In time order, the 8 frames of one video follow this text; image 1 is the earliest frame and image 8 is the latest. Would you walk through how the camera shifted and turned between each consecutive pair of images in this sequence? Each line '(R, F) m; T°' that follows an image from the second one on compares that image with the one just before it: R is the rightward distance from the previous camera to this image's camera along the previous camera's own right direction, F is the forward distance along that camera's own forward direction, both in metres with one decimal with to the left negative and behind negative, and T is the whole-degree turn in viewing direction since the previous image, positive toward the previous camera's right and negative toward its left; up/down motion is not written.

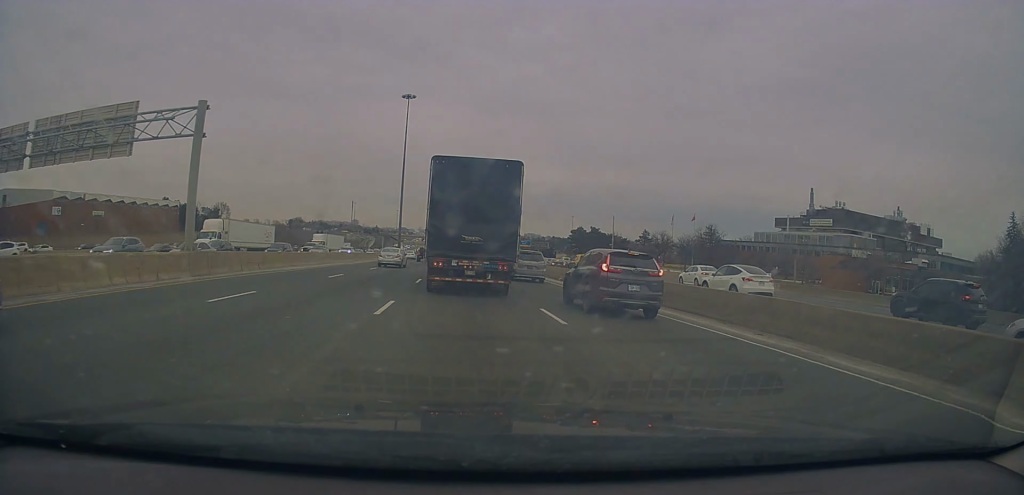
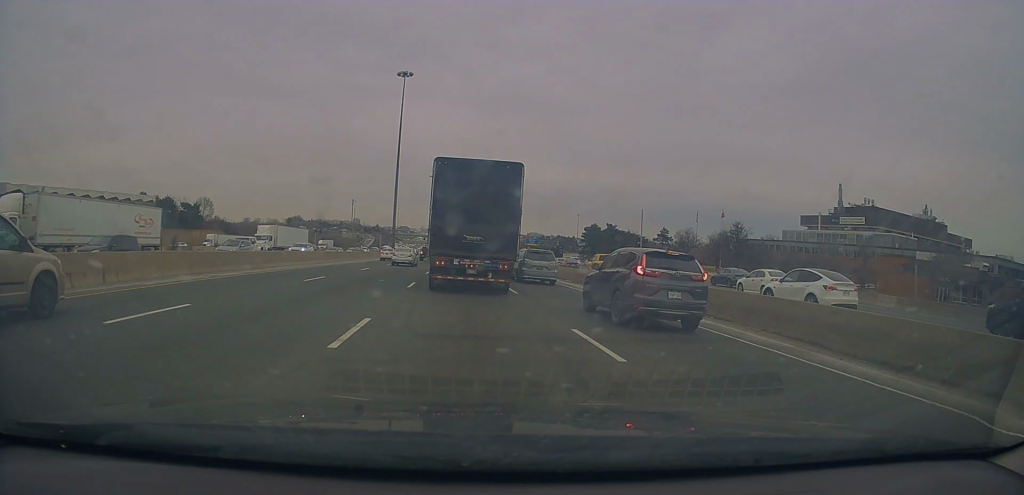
(+0.5, +16.1) m; +1°
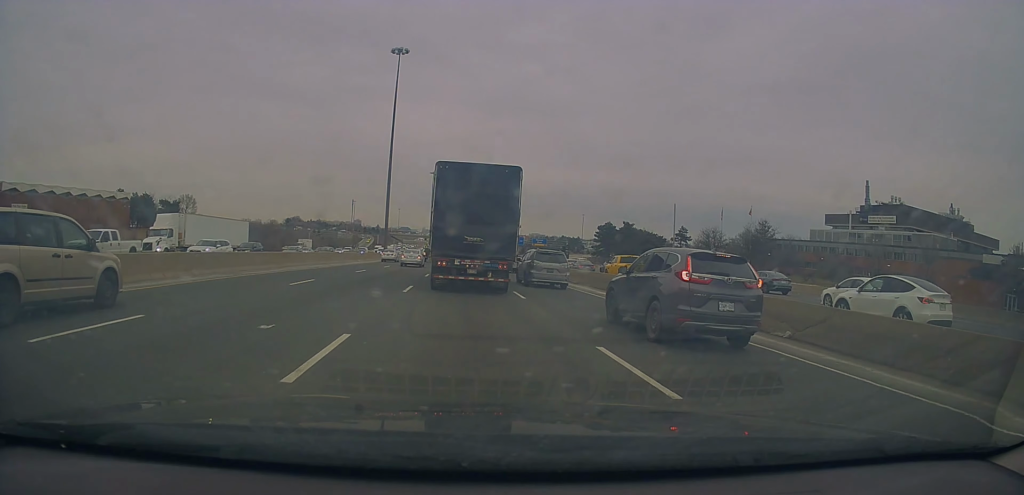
(-0.4, +13.9) m; -1°
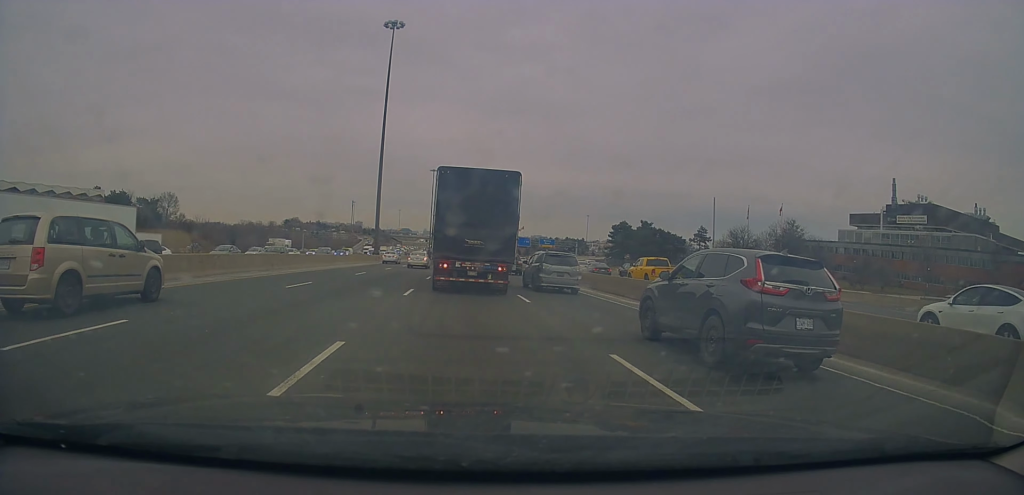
(0.0, +13.0) m; +1°
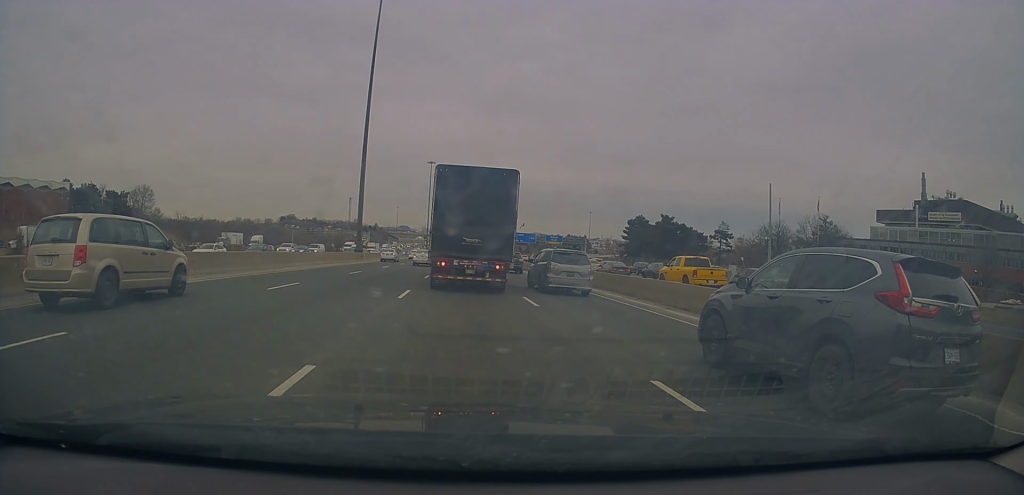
(+0.2, +12.9) m; +1°
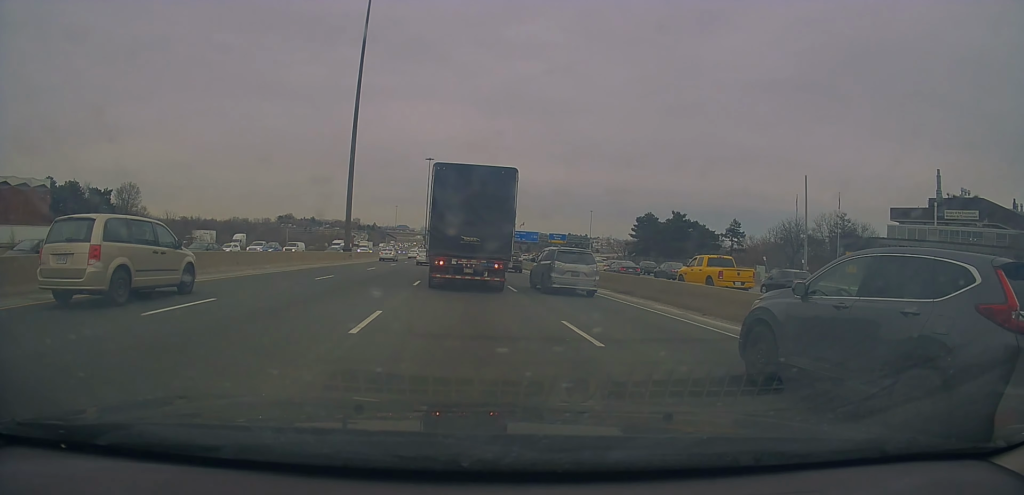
(-0.1, +6.8) m; 0°
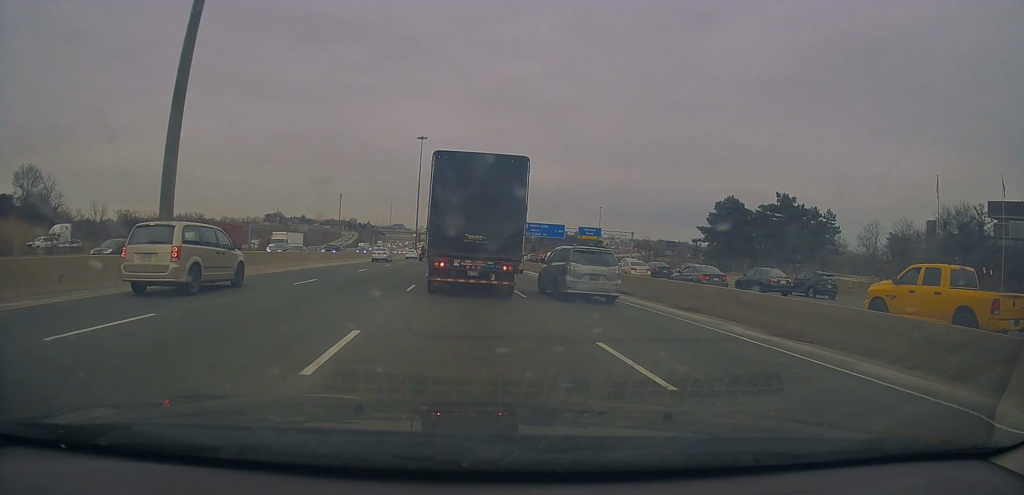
(+0.1, +38.1) m; 0°
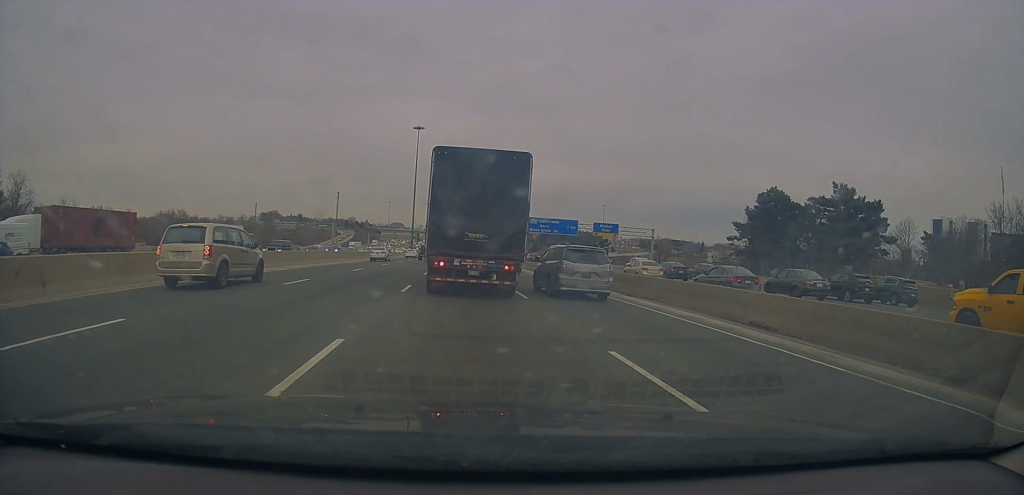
(0.0, +13.9) m; -1°
